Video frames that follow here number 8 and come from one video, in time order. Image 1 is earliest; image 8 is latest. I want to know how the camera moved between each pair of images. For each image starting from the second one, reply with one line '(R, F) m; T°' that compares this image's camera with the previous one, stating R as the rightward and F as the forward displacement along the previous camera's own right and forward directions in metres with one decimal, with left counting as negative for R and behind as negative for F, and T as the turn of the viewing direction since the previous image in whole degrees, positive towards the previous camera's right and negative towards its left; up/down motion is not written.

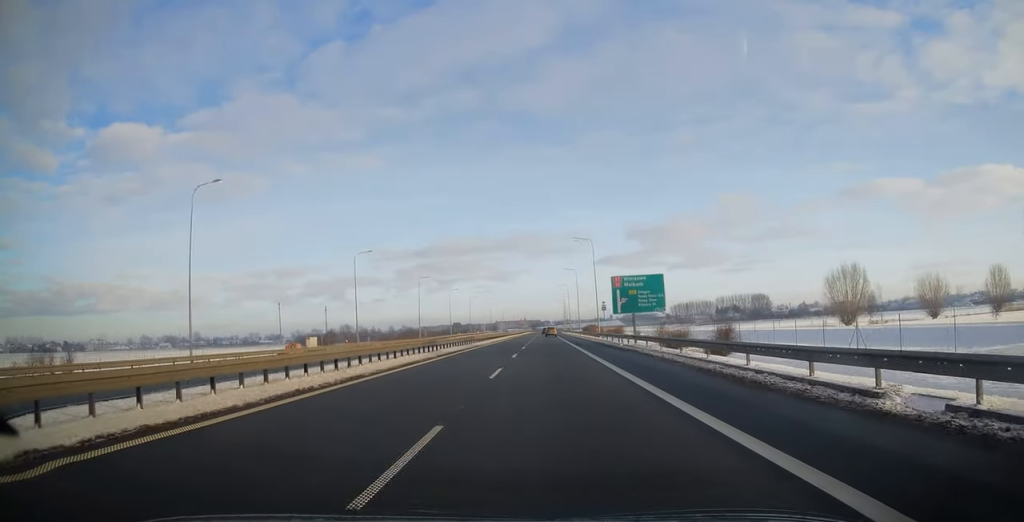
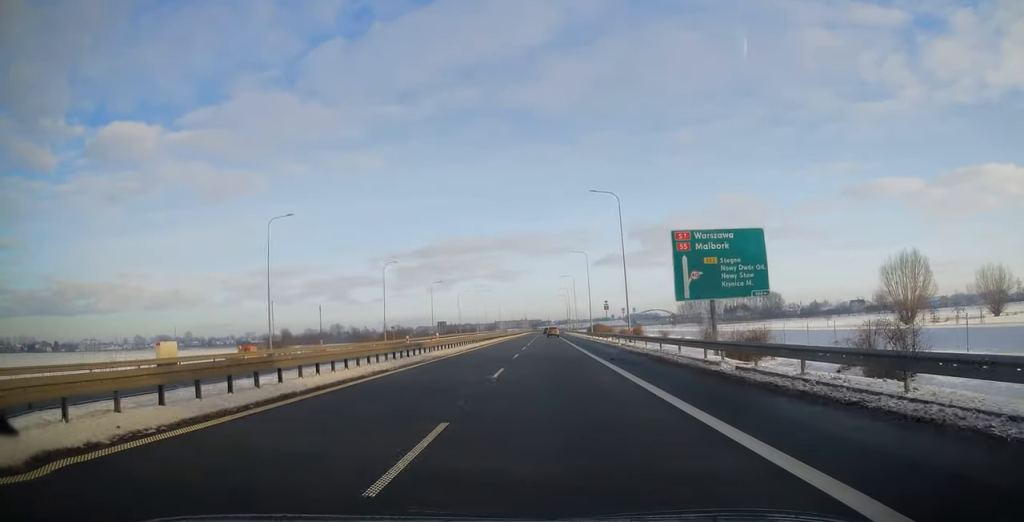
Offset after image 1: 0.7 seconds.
(+0.3, +23.4) m; 0°
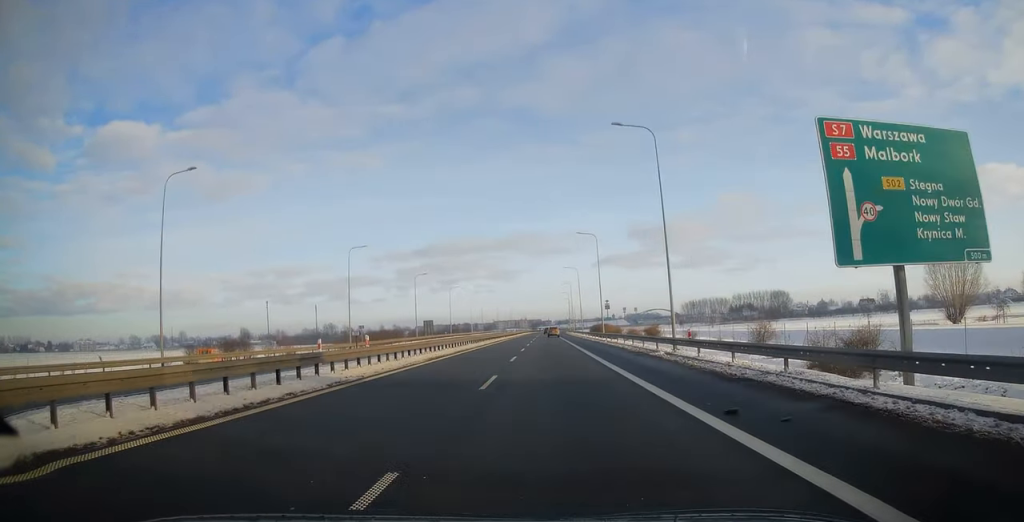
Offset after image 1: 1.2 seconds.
(-0.2, +14.9) m; 0°
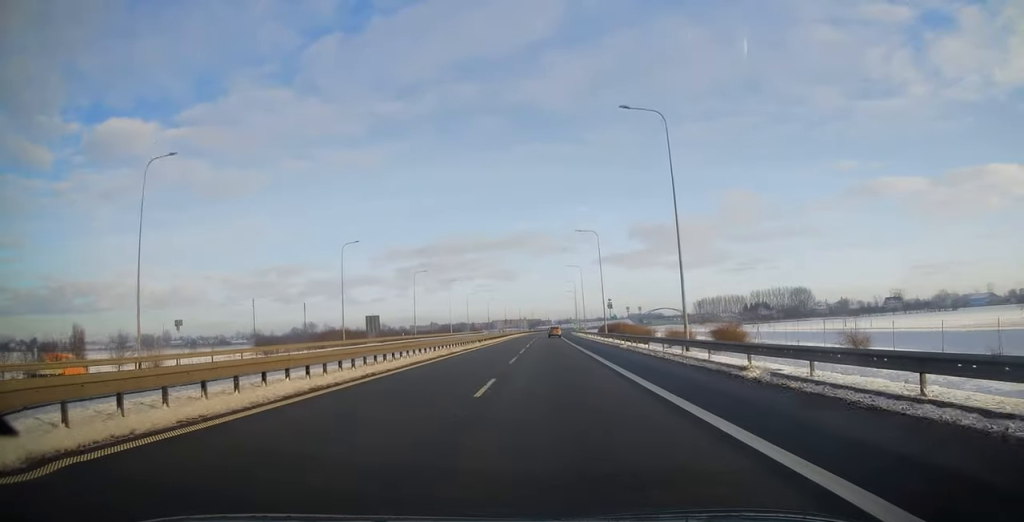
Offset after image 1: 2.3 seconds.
(-0.3, +36.9) m; 0°
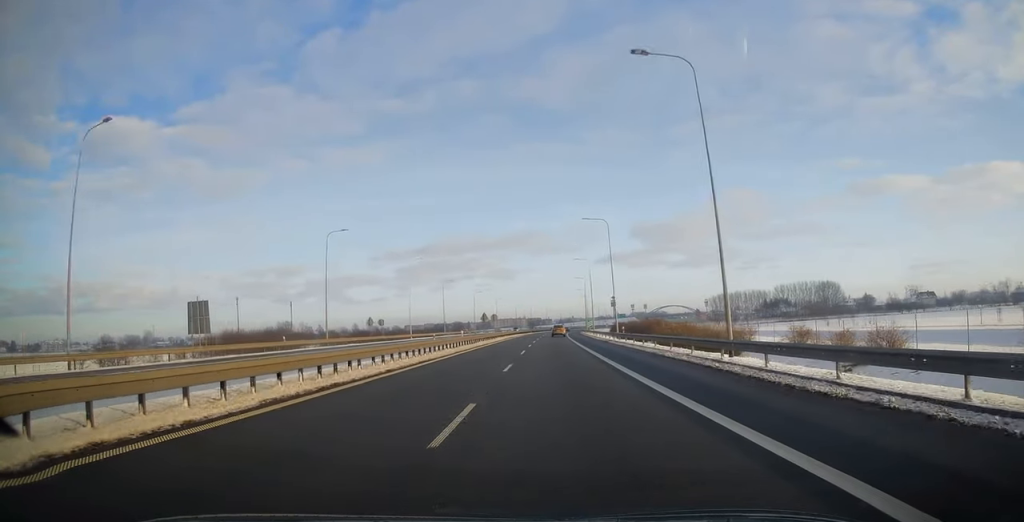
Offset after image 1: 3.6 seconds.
(+0.3, +40.6) m; +1°
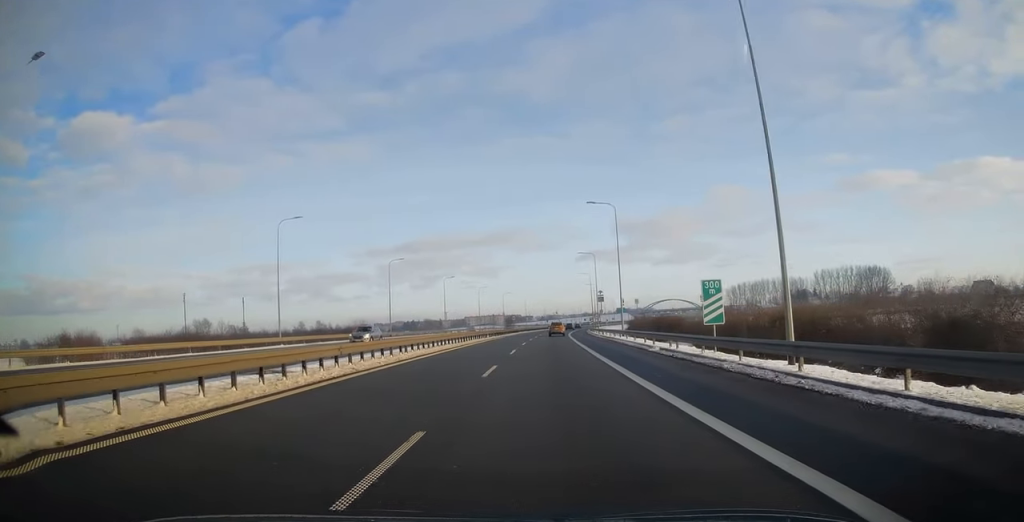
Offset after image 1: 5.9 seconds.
(0.0, +74.5) m; +1°
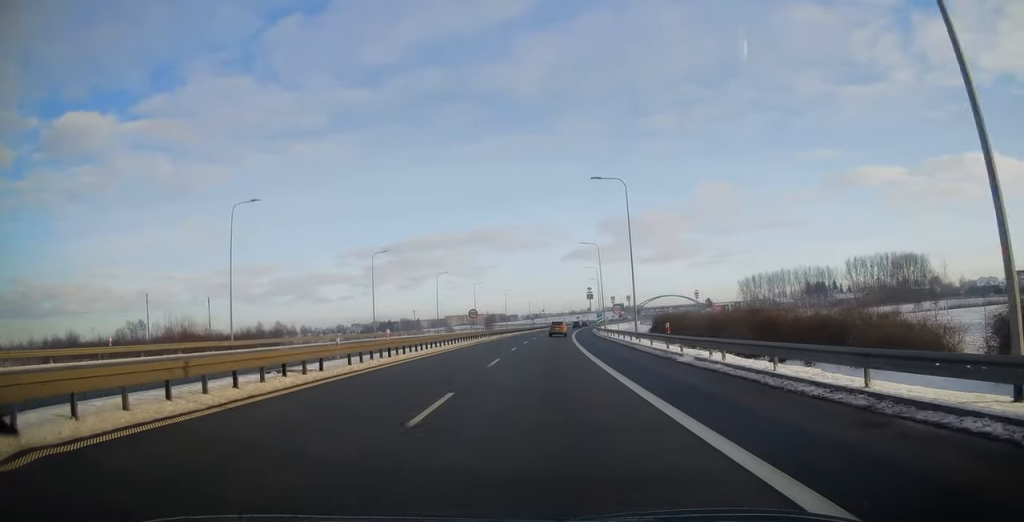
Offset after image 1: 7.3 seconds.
(+0.5, +44.4) m; +2°
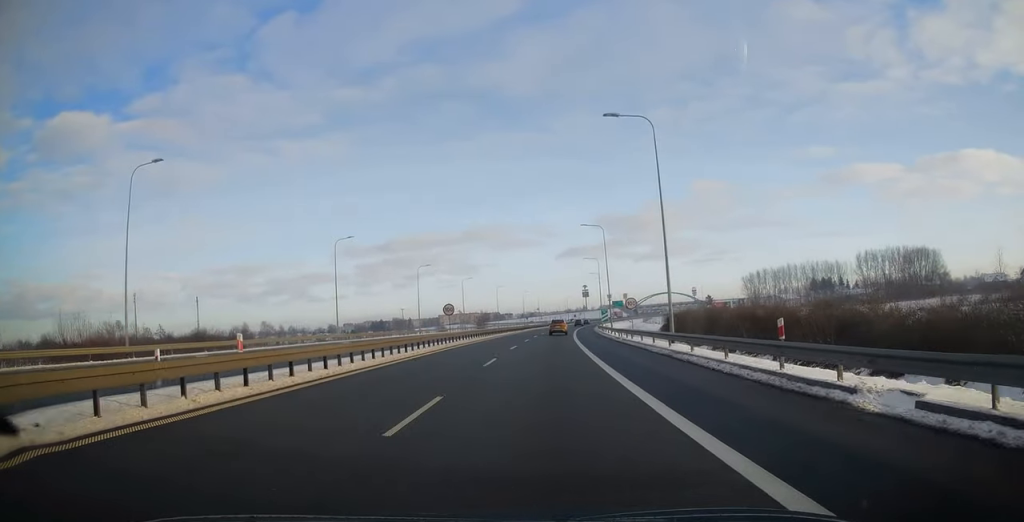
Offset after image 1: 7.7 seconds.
(-0.1, +13.1) m; +1°
